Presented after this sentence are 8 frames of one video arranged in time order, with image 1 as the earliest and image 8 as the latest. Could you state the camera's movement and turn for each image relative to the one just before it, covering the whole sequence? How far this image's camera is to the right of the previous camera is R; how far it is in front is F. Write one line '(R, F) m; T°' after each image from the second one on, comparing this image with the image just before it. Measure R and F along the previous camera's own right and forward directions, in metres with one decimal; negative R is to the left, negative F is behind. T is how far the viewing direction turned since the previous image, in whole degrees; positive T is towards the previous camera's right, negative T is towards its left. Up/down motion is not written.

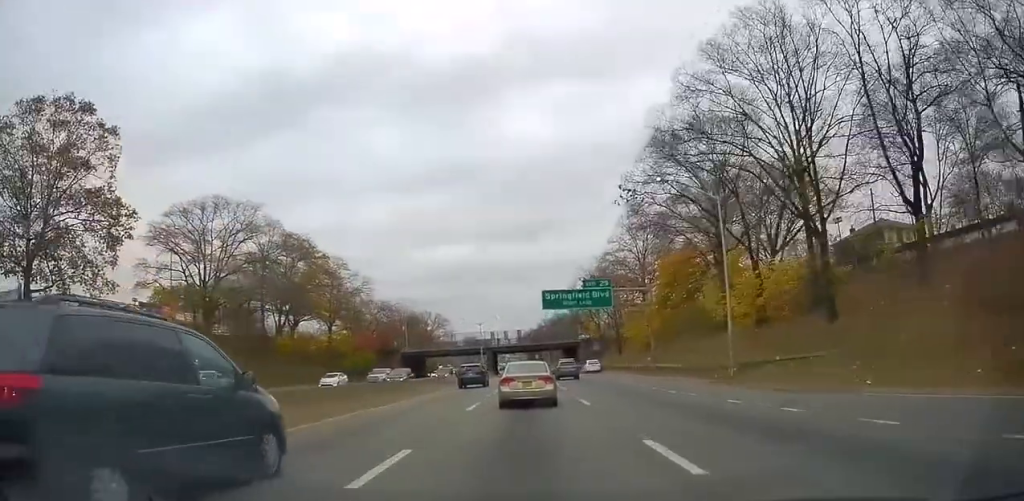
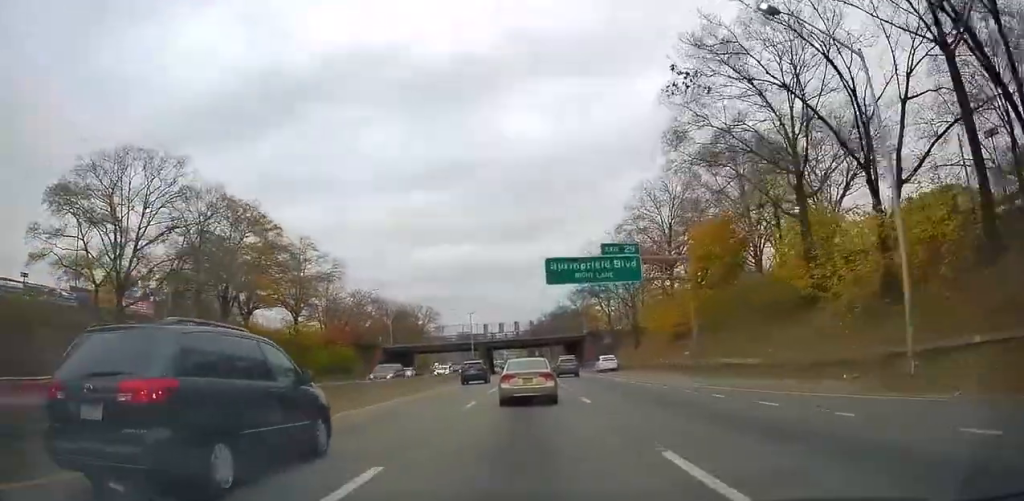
(+0.3, +13.8) m; +1°
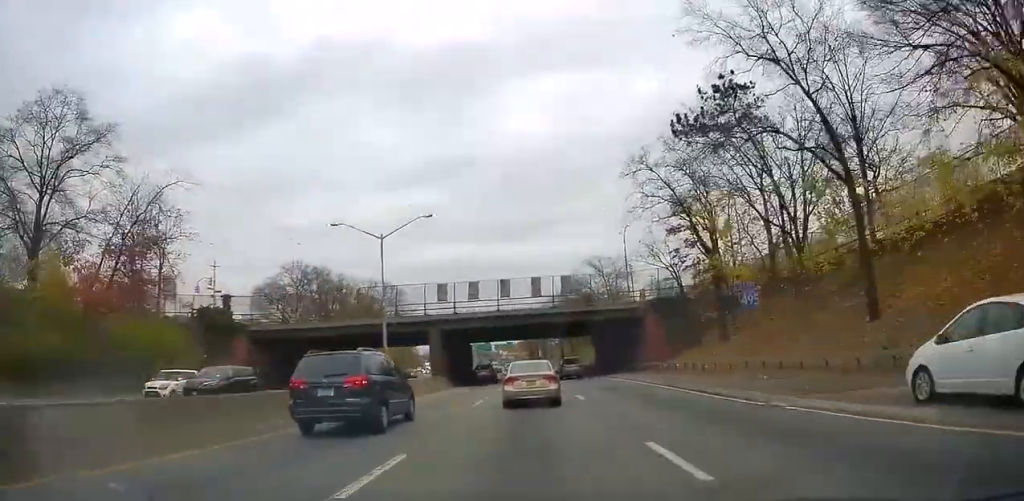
(0.0, +48.6) m; 0°
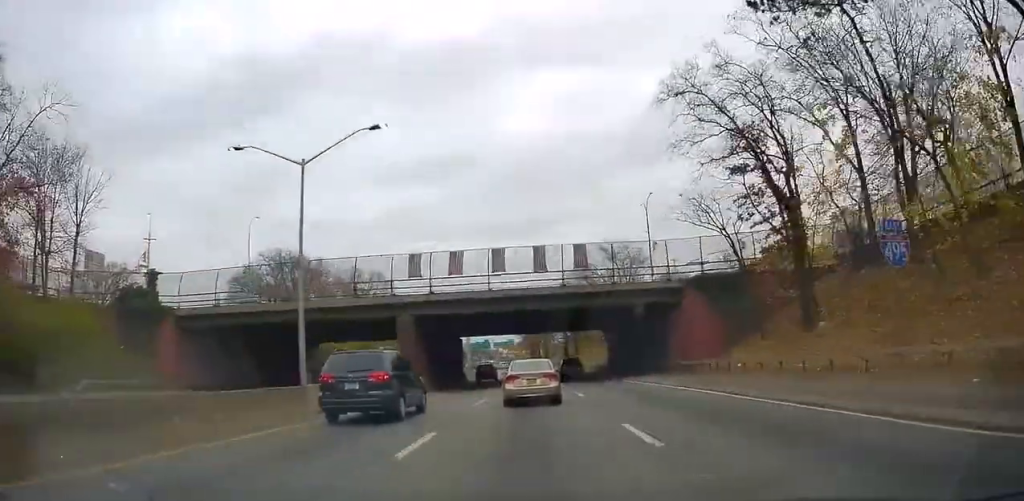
(-0.1, +11.6) m; 0°
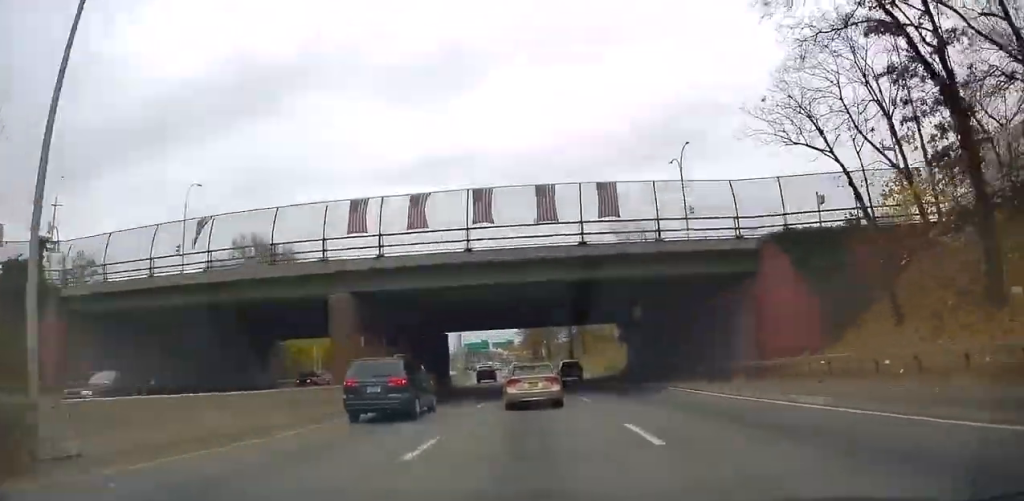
(-0.1, +12.0) m; 0°
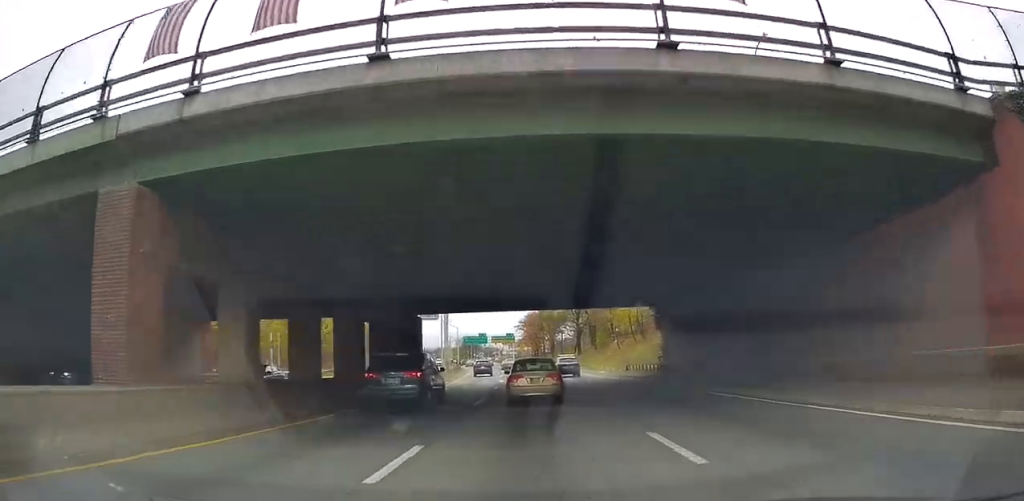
(+0.1, +13.8) m; -1°
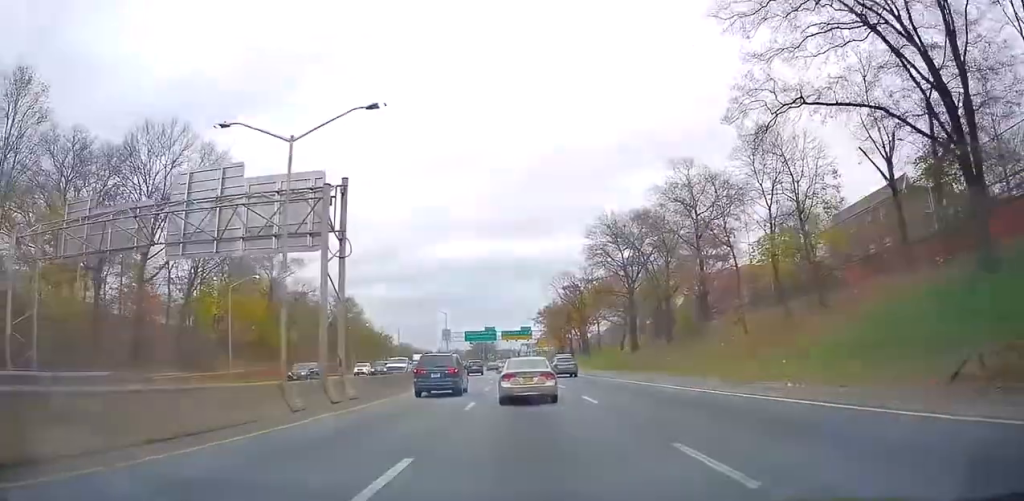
(-0.4, +38.4) m; 0°
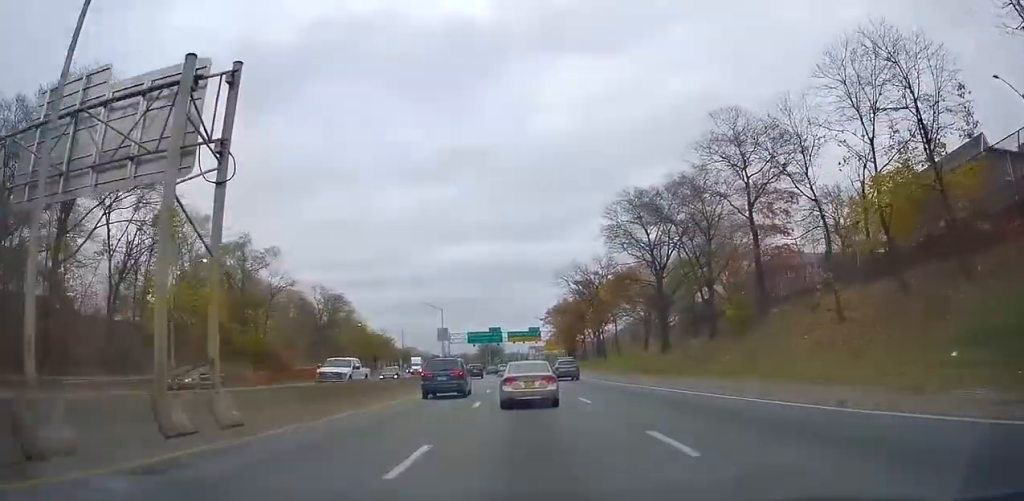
(+0.2, +10.3) m; 0°
